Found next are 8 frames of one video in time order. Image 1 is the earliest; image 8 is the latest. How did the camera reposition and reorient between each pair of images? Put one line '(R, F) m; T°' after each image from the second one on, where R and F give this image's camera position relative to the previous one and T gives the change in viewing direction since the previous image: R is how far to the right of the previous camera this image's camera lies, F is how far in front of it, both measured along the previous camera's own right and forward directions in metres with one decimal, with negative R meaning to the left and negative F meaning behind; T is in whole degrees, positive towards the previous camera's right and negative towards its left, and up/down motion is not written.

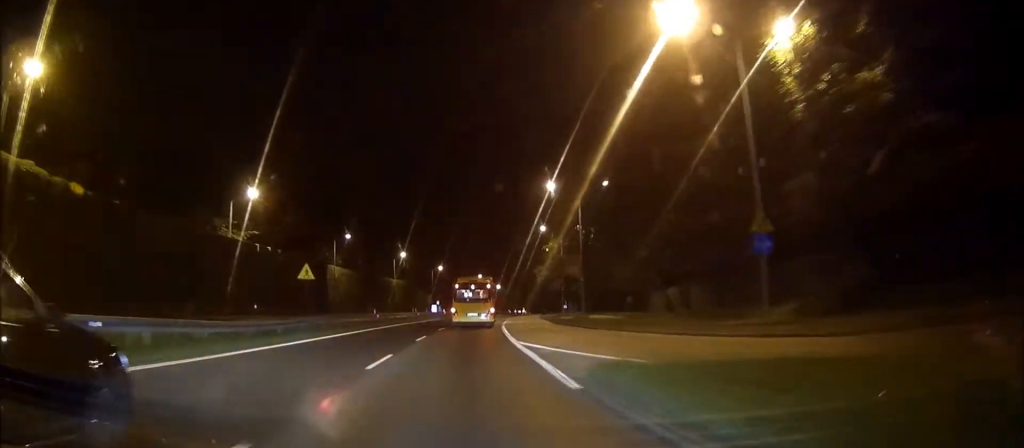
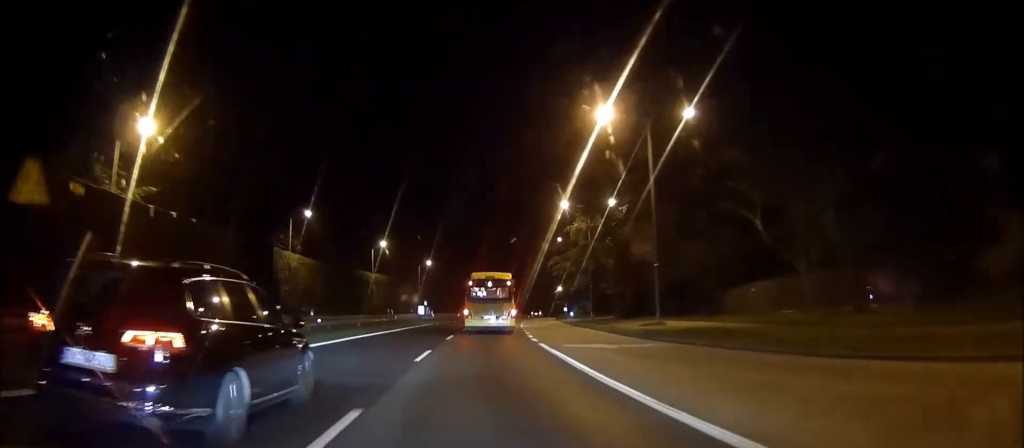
(+0.4, +22.0) m; +2°
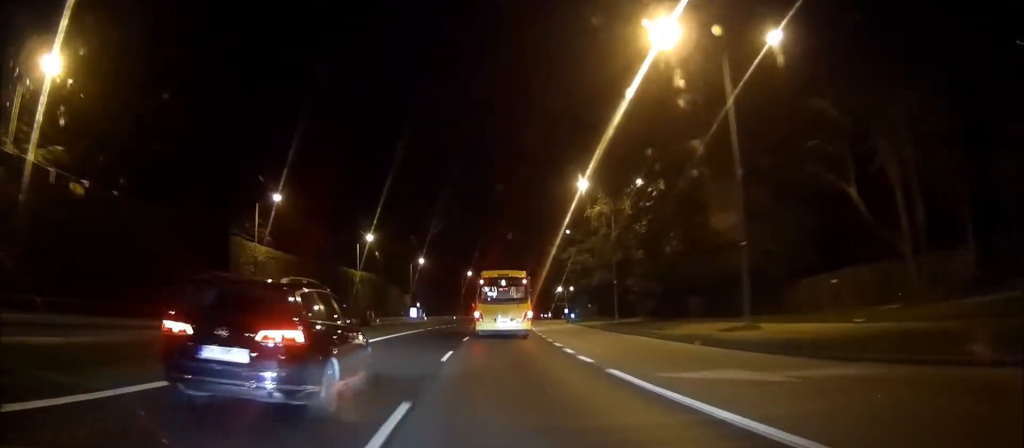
(+0.1, +11.5) m; +2°
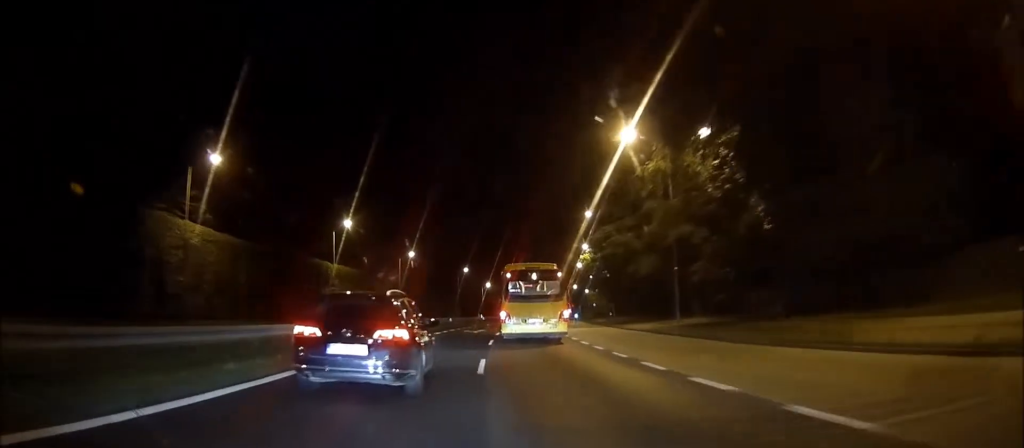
(+0.5, +15.9) m; +2°
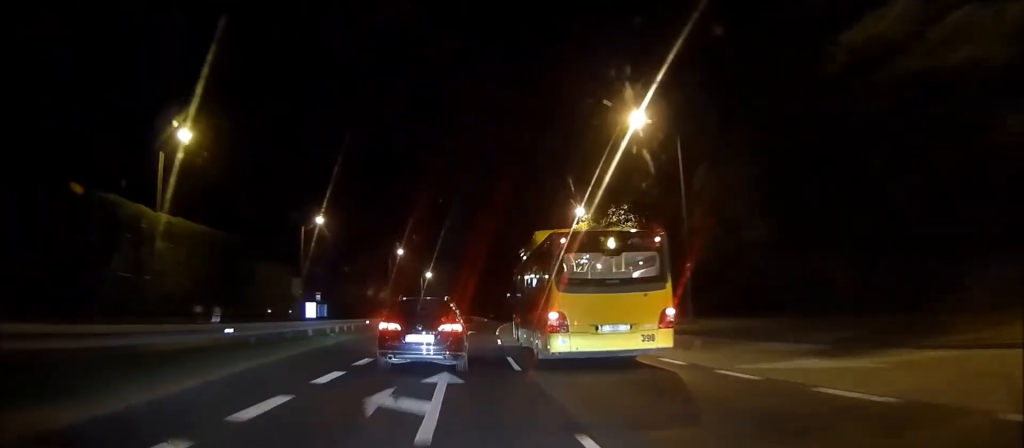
(+0.4, +36.2) m; +2°
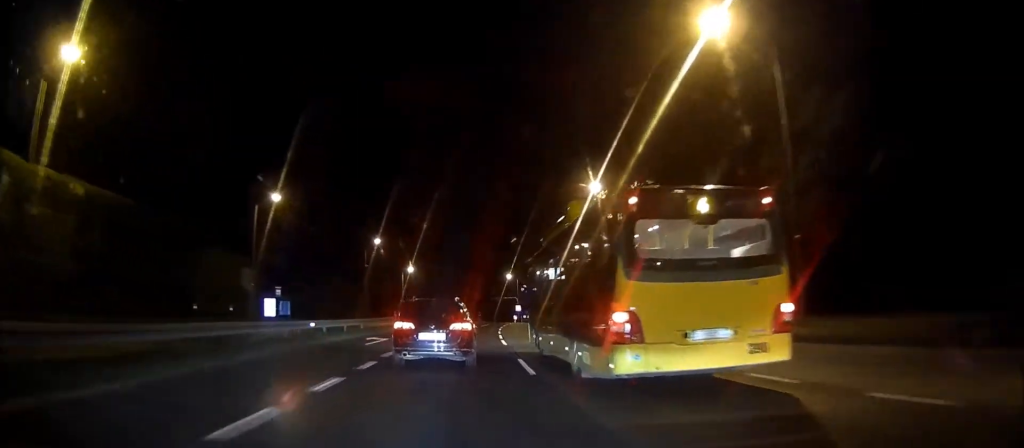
(+0.2, +13.2) m; +2°
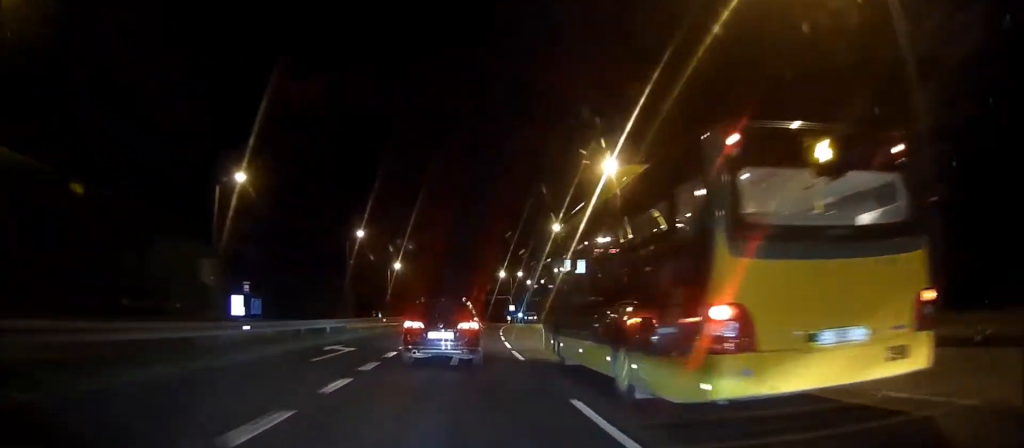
(+0.2, +8.2) m; +2°
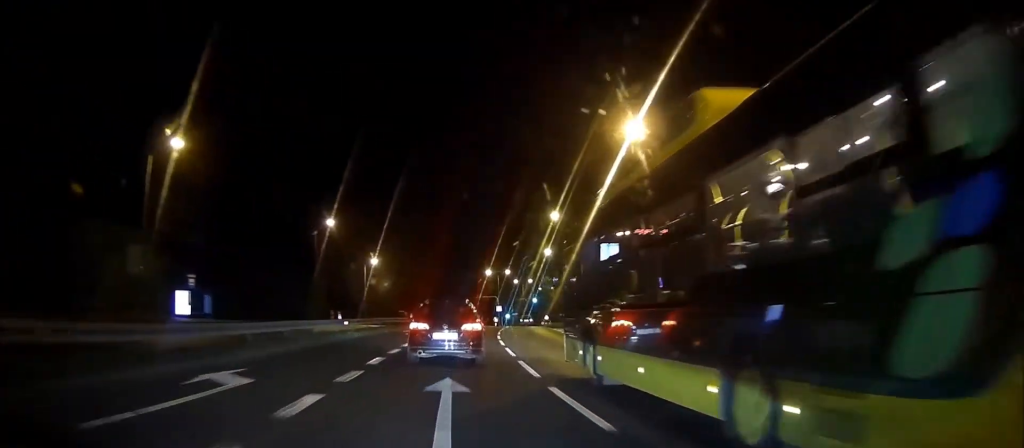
(+0.2, +10.1) m; +2°
